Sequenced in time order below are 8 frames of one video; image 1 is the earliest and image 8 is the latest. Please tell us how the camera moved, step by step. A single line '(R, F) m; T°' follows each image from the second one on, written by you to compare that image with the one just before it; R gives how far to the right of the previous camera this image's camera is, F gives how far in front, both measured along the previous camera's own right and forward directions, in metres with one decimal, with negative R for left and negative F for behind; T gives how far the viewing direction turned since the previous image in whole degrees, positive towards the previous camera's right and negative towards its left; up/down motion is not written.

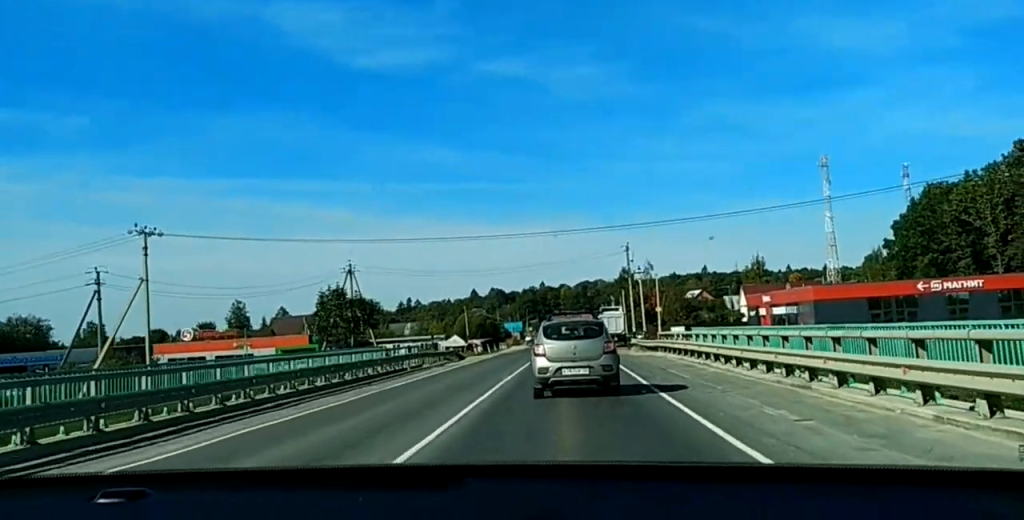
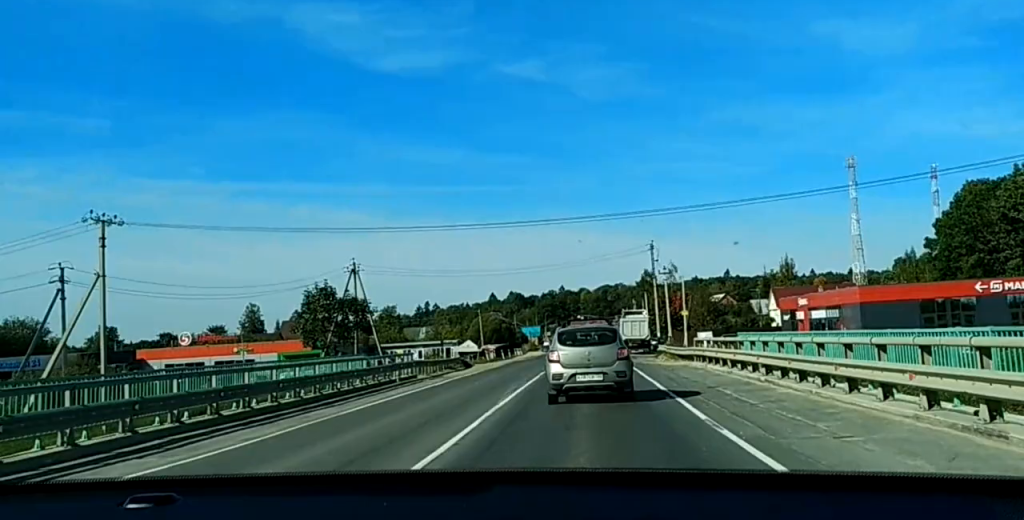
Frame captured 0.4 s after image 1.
(+0.1, +7.7) m; 0°
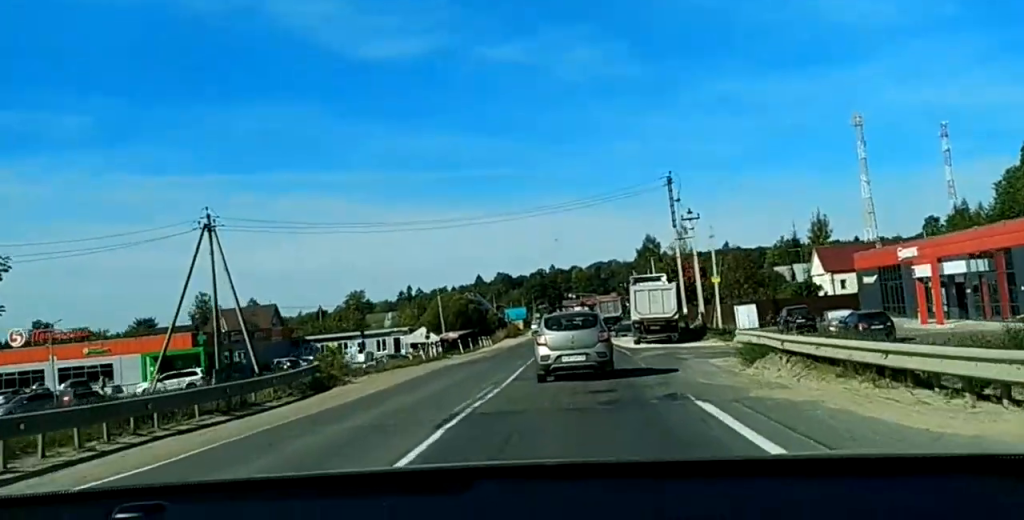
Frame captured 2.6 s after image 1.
(+0.4, +40.6) m; +1°
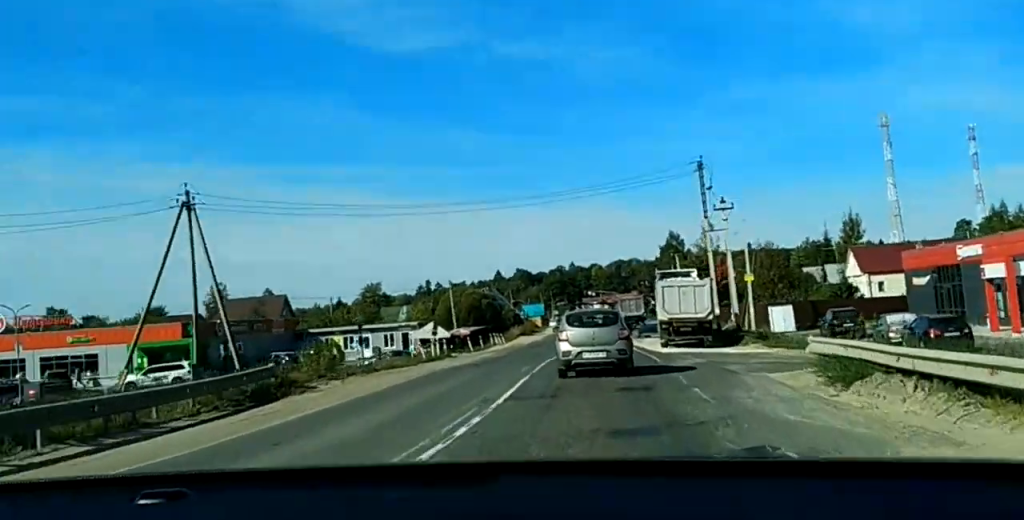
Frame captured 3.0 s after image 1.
(0.0, +8.3) m; 0°
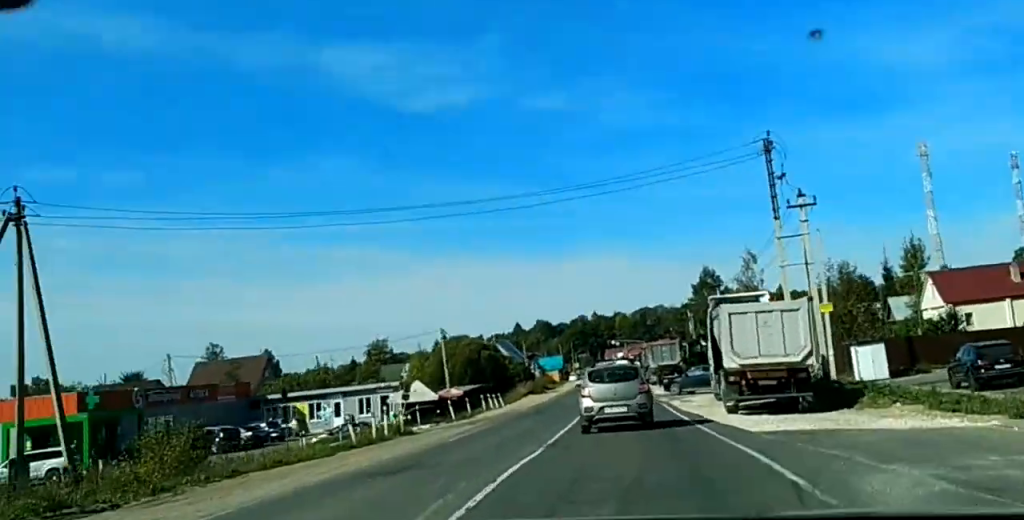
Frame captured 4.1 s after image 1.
(+0.3, +22.1) m; +1°
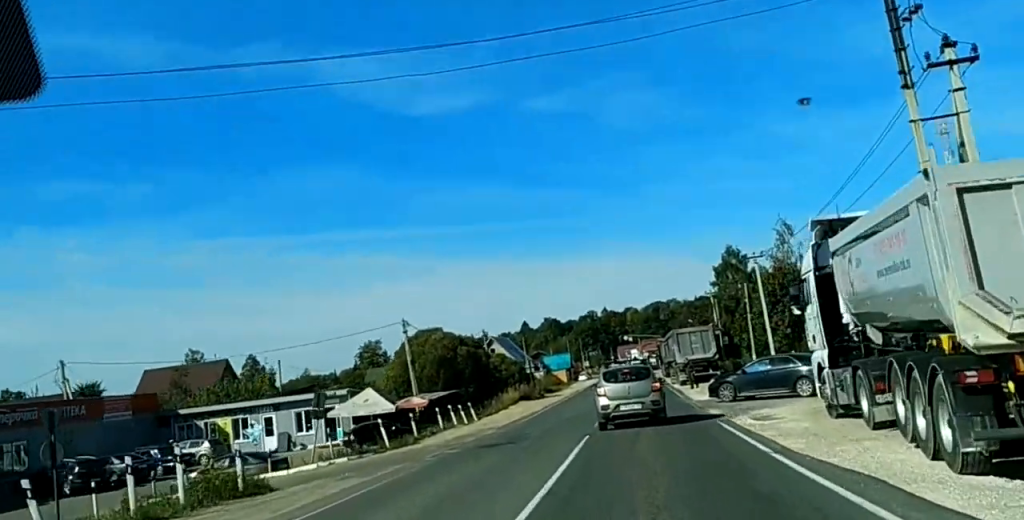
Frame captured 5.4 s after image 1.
(+0.1, +21.0) m; 0°
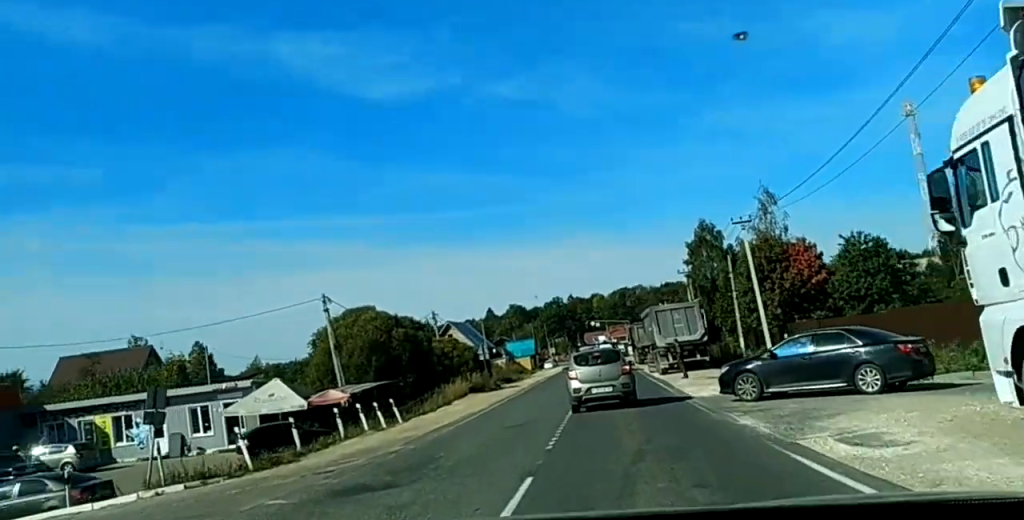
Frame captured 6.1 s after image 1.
(0.0, +12.1) m; -1°
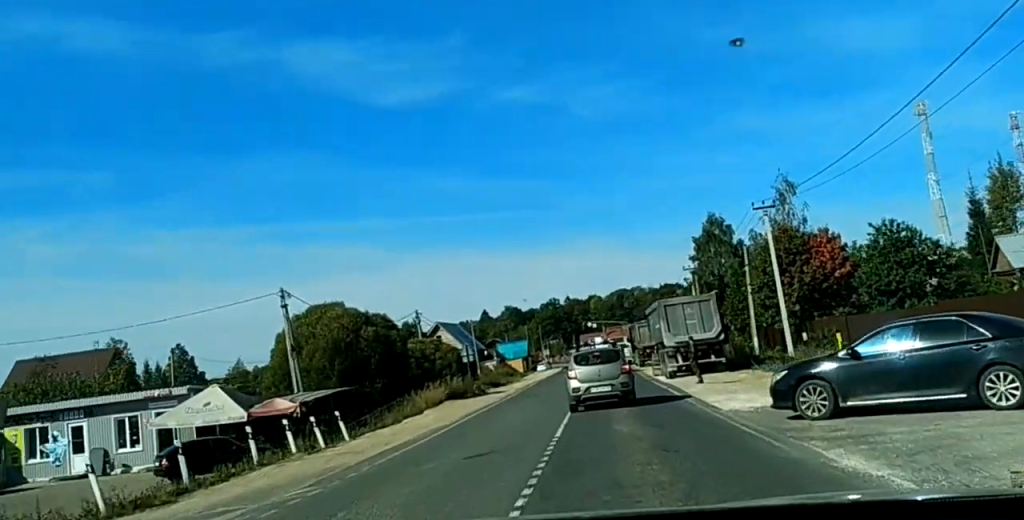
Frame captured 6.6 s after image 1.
(-0.1, +7.2) m; 0°
